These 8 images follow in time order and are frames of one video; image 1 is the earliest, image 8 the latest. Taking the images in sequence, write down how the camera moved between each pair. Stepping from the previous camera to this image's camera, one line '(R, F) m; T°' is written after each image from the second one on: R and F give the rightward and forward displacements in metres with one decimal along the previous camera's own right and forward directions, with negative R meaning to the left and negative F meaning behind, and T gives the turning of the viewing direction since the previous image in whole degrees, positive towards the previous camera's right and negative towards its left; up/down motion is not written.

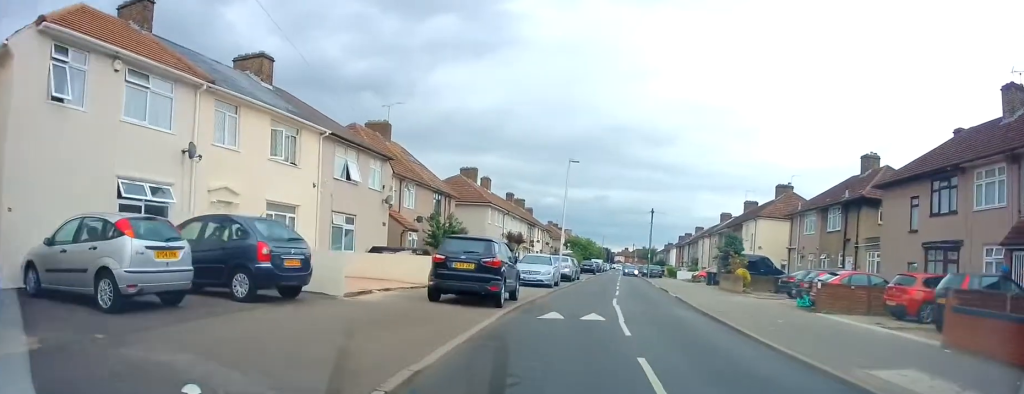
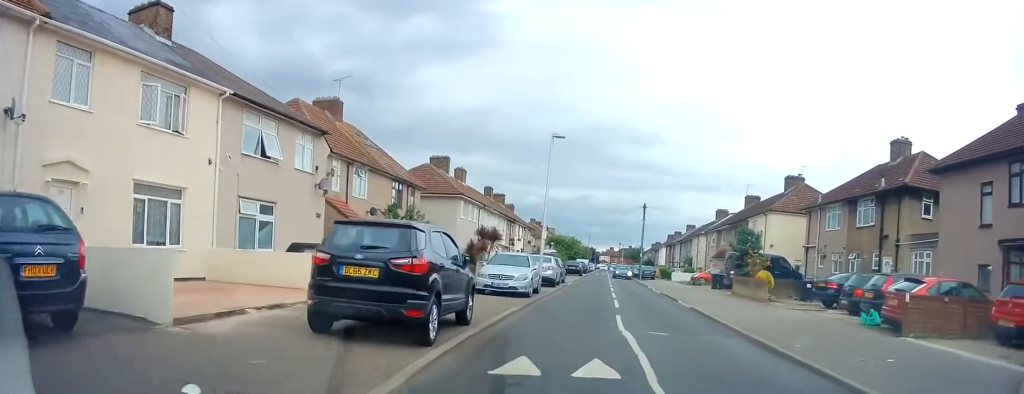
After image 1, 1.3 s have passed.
(-0.1, +6.0) m; 0°
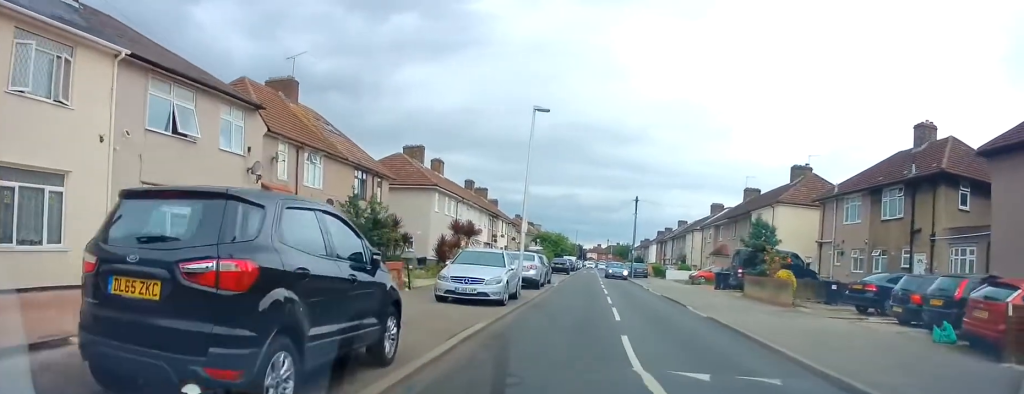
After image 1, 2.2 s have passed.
(+0.2, +4.0) m; +1°
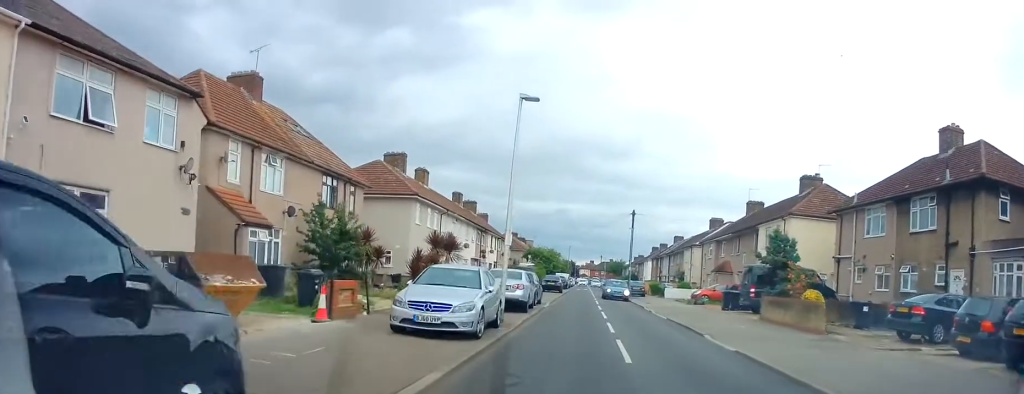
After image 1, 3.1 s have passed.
(0.0, +3.3) m; +3°
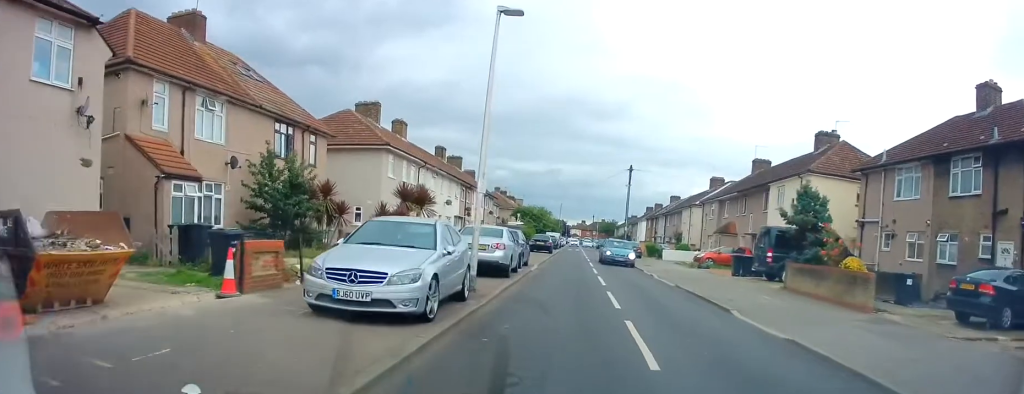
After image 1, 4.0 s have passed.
(+0.1, +3.5) m; +2°
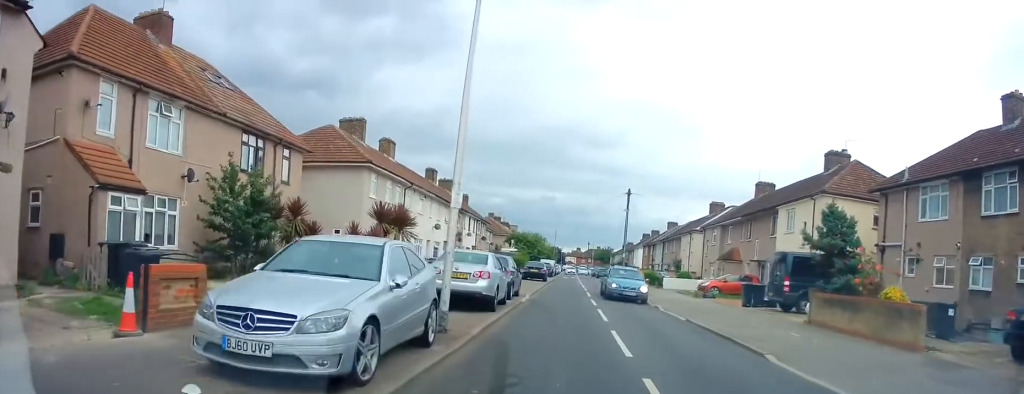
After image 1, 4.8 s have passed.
(+0.1, +2.5) m; -2°
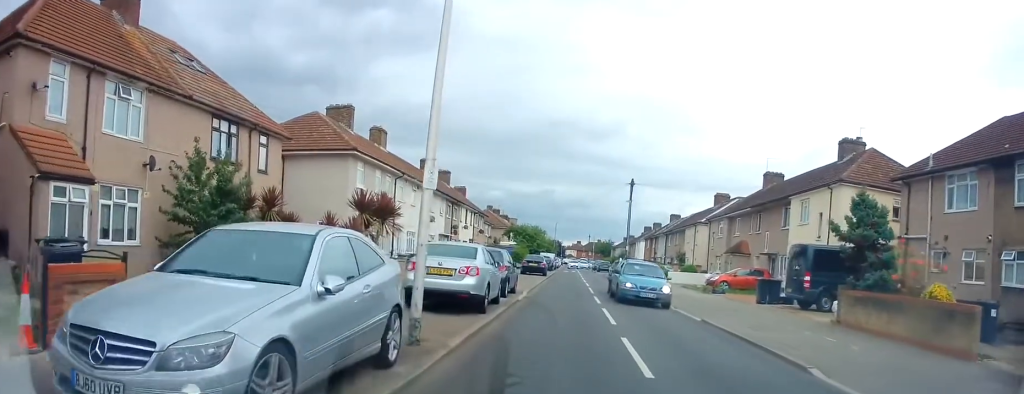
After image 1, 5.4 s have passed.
(-0.3, +1.9) m; -5°
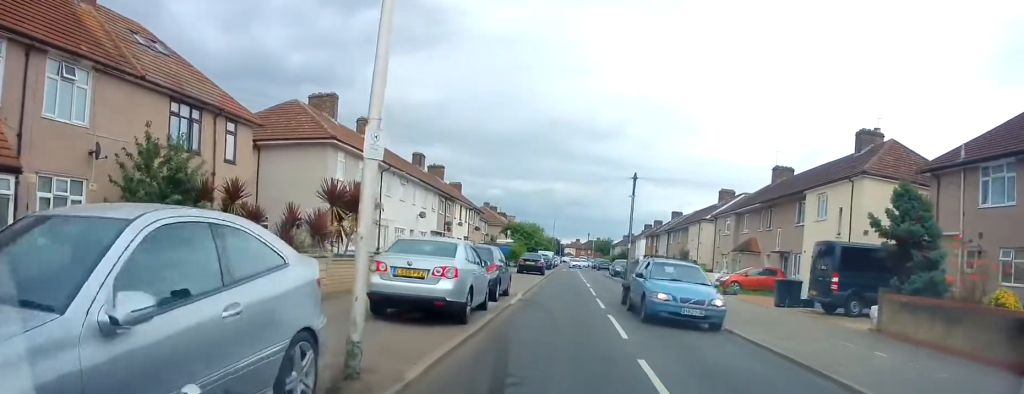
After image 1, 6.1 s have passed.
(0.0, +2.3) m; 0°
